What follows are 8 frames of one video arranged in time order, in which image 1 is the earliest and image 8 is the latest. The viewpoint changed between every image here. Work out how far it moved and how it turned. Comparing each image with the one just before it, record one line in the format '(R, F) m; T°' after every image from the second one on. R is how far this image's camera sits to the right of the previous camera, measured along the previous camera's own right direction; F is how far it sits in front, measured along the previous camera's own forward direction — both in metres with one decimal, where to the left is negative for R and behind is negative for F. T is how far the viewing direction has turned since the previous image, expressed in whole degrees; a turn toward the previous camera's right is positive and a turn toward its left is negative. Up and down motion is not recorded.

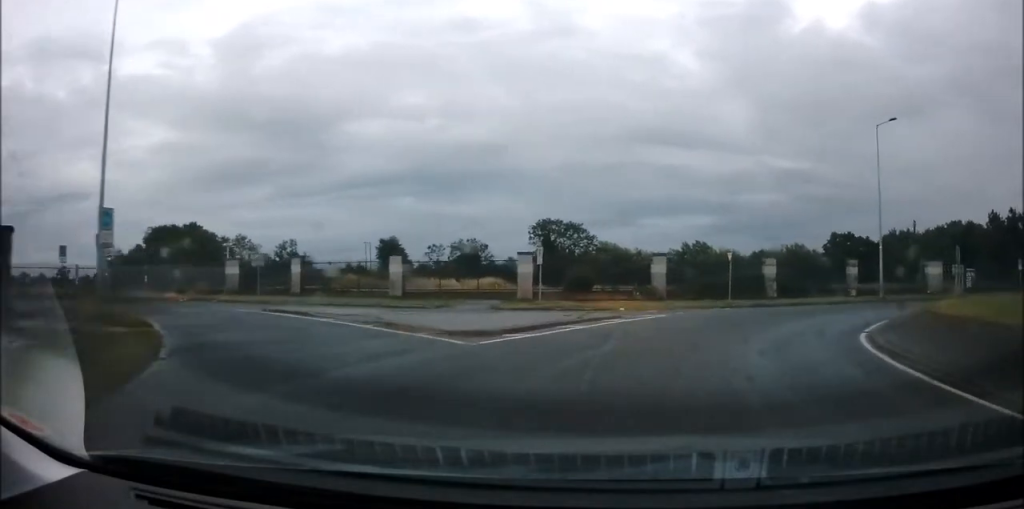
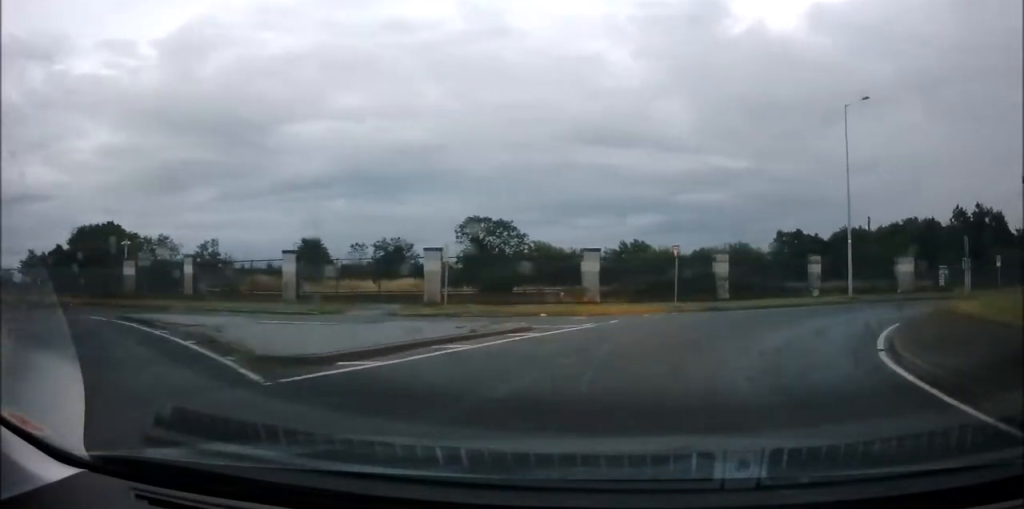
(+0.3, +5.0) m; +8°
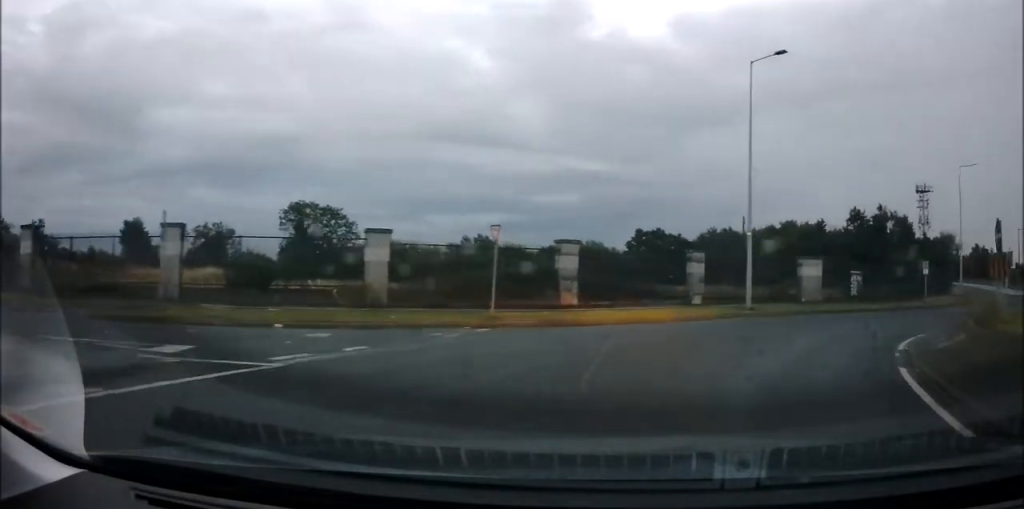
(+1.1, +9.0) m; +16°
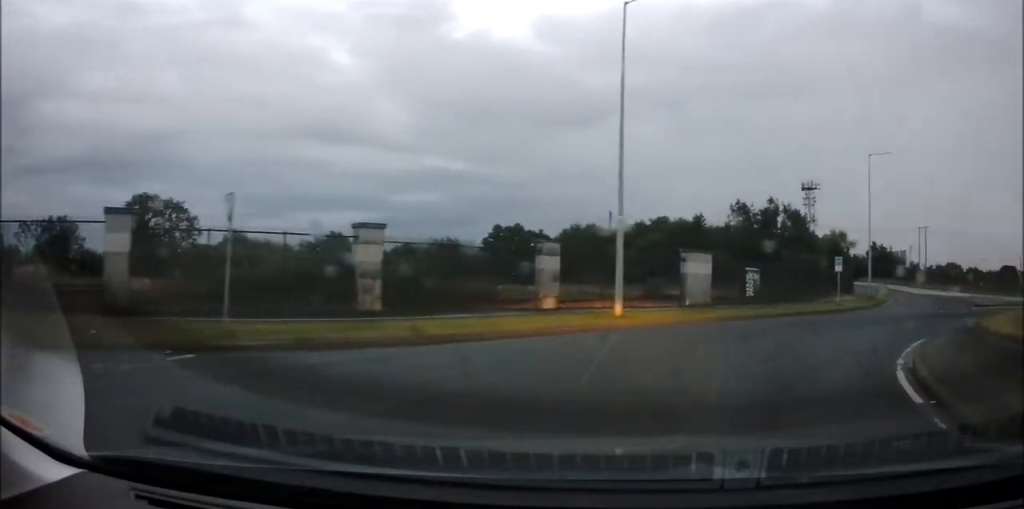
(+0.5, +6.6) m; +13°
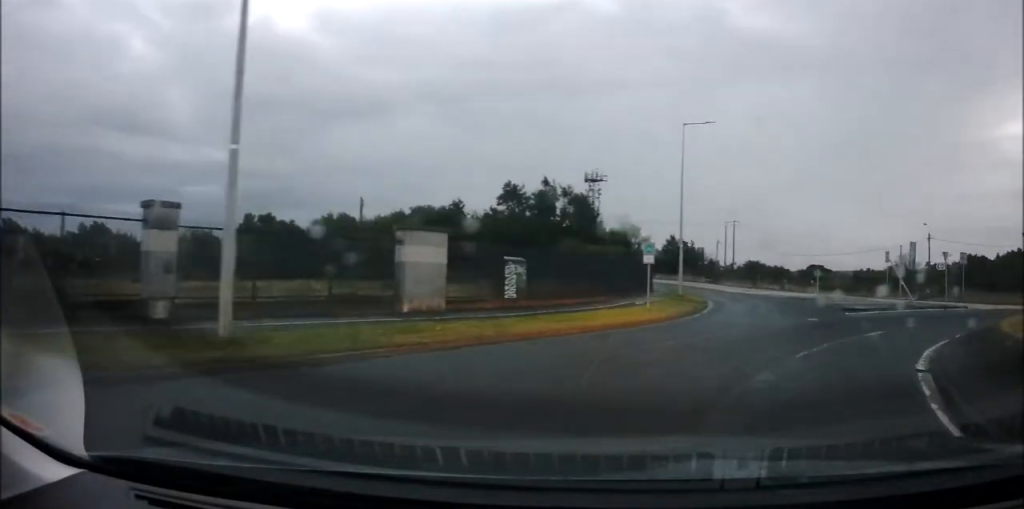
(+2.0, +10.3) m; +16°
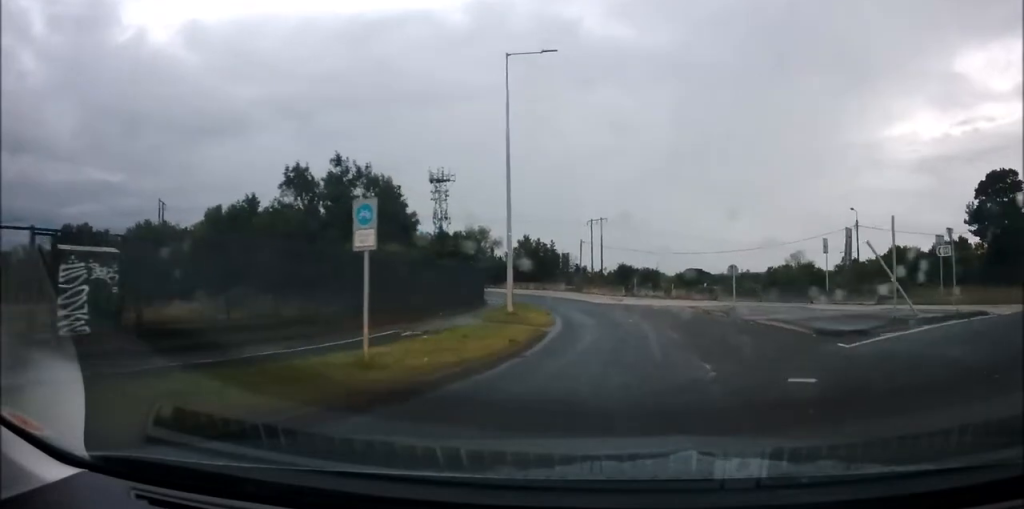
(+1.1, +14.4) m; +6°
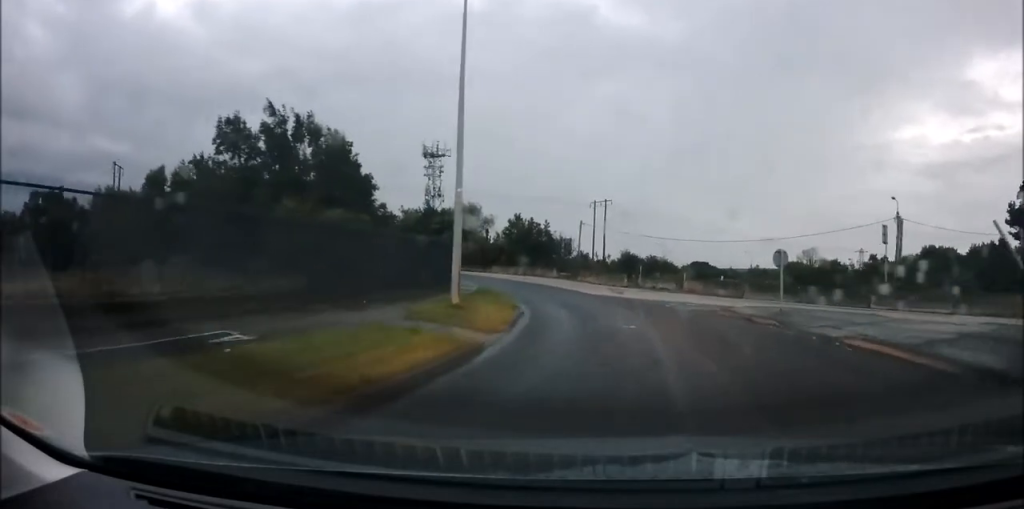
(+0.2, +7.8) m; 0°
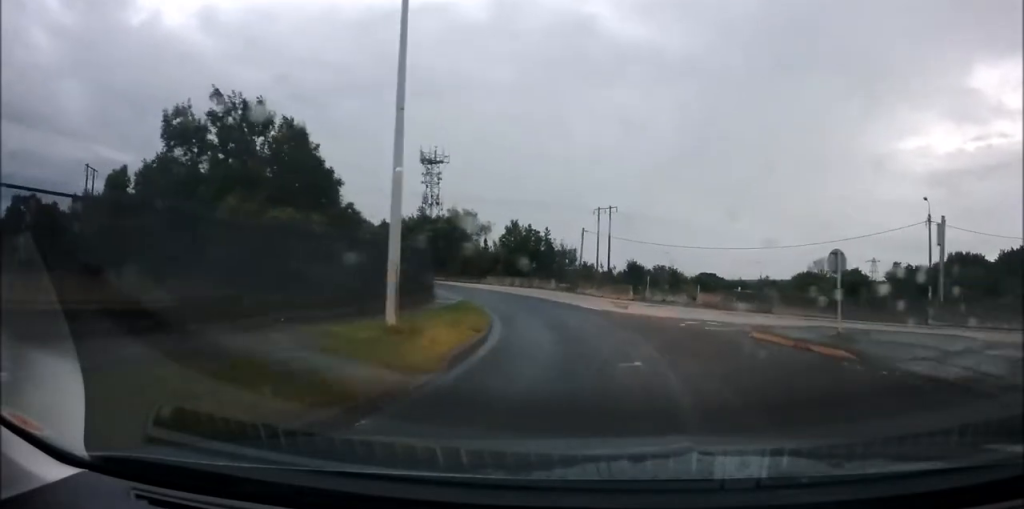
(0.0, +4.7) m; -2°
